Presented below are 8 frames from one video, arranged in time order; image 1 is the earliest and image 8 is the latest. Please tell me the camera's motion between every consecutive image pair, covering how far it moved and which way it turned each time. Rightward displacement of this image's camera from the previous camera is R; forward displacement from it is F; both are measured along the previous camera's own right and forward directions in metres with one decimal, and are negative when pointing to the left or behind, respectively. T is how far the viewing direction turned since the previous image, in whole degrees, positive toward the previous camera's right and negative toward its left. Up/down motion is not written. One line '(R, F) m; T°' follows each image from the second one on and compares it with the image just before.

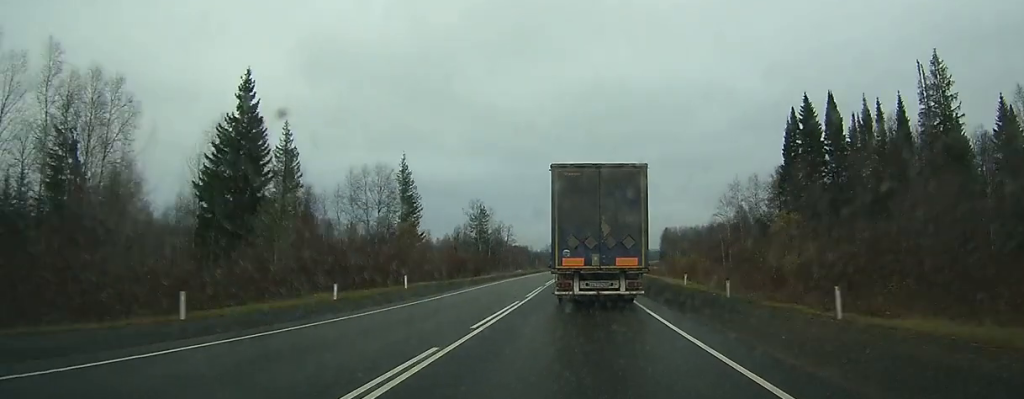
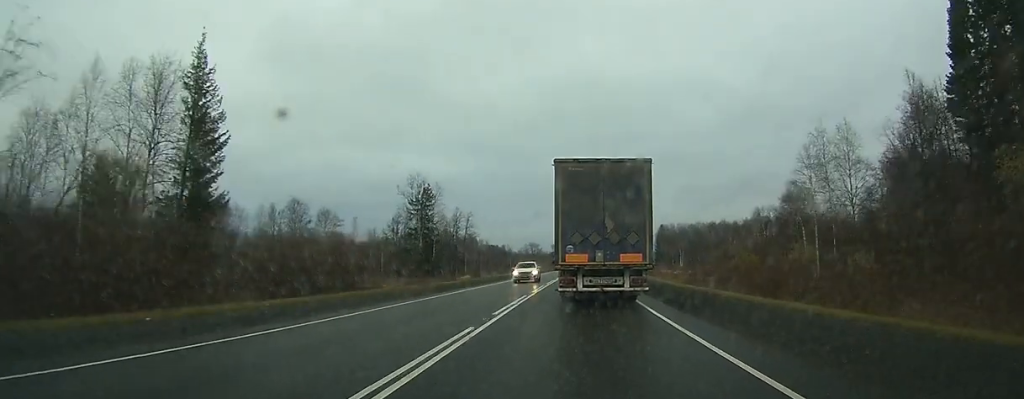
(+0.5, +45.1) m; +1°
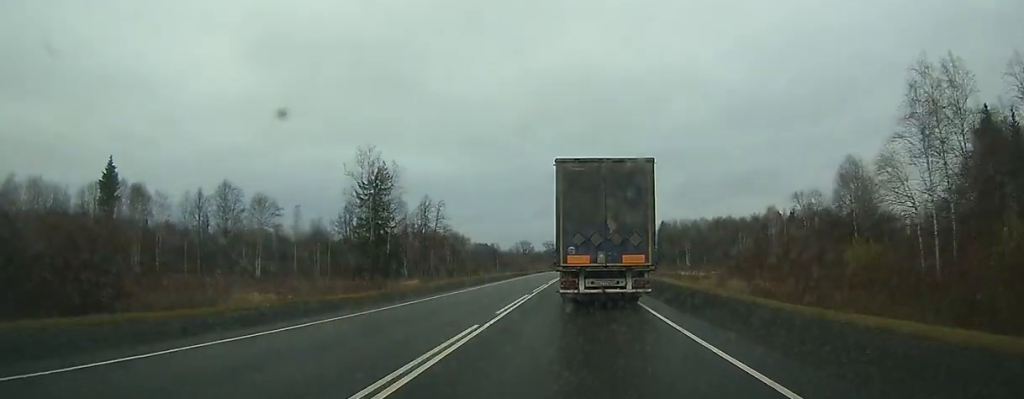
(+0.1, +23.3) m; +1°
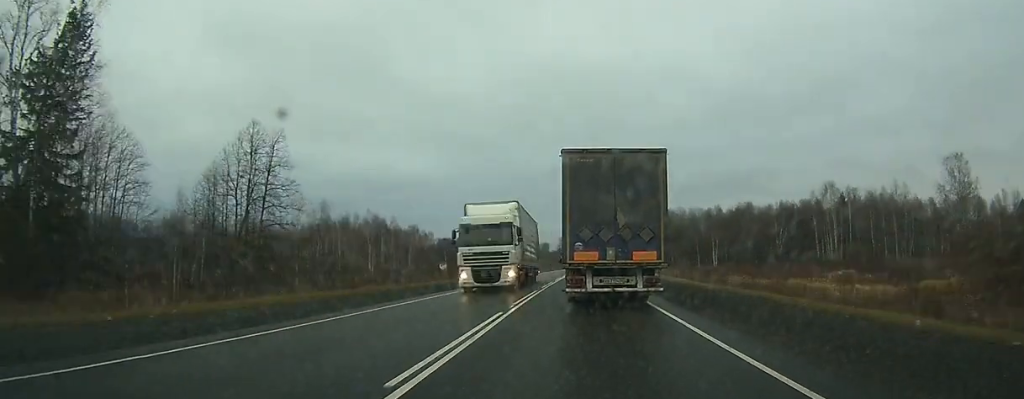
(+0.7, +56.7) m; +1°
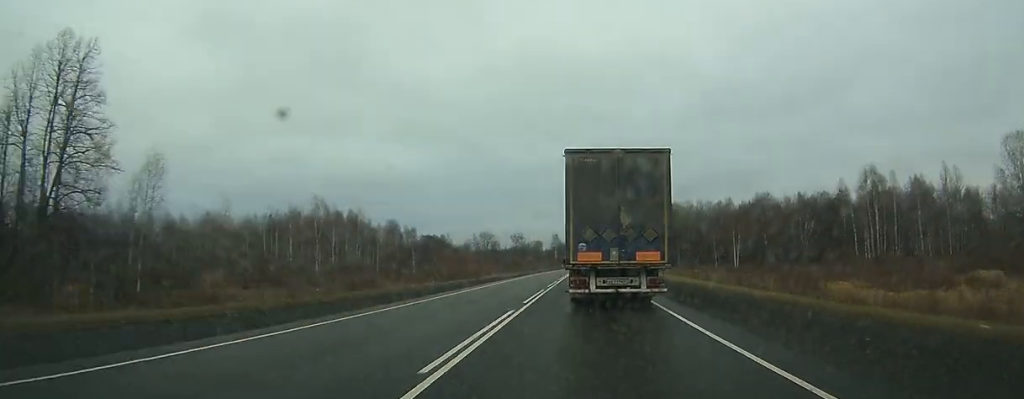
(0.0, +23.3) m; +1°
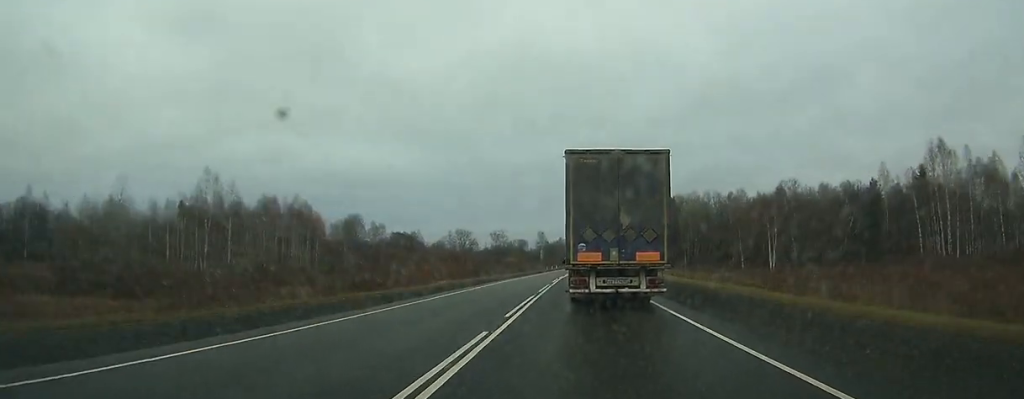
(+0.3, +29.0) m; +1°
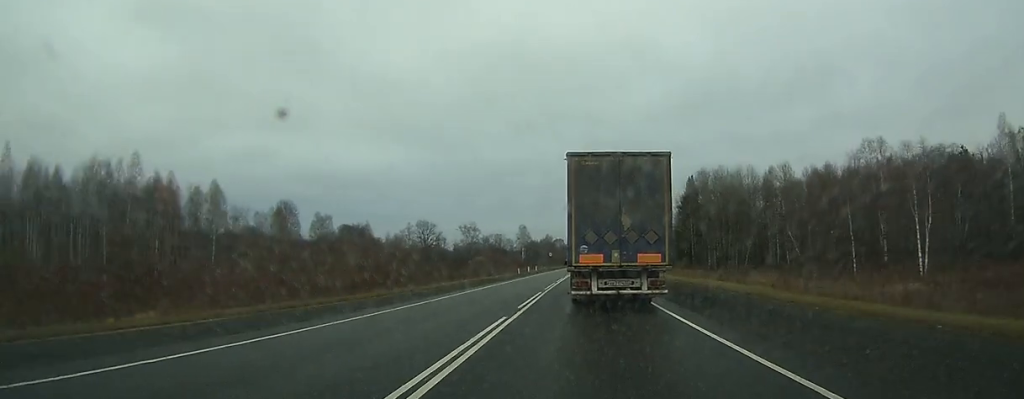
(+0.5, +44.9) m; +1°
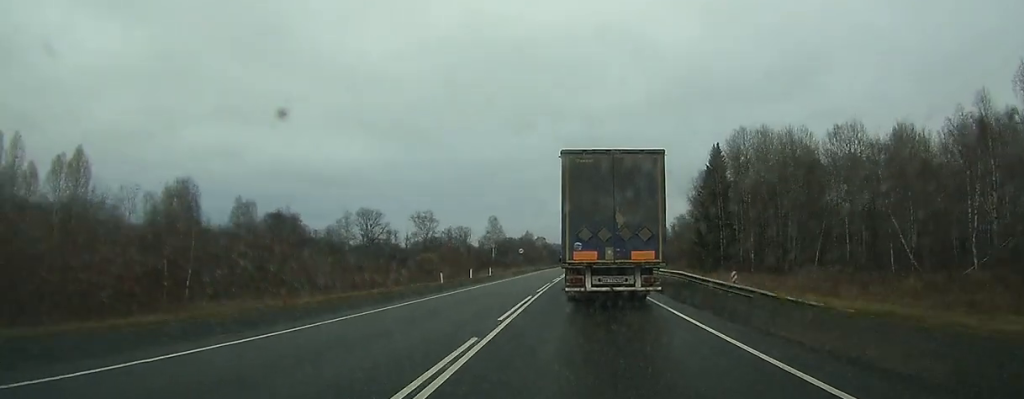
(+0.4, +40.5) m; +1°
